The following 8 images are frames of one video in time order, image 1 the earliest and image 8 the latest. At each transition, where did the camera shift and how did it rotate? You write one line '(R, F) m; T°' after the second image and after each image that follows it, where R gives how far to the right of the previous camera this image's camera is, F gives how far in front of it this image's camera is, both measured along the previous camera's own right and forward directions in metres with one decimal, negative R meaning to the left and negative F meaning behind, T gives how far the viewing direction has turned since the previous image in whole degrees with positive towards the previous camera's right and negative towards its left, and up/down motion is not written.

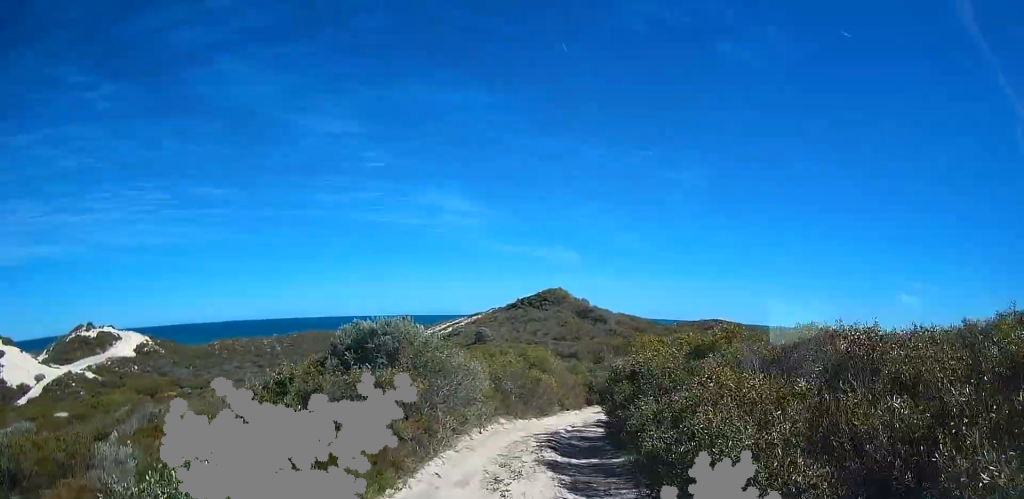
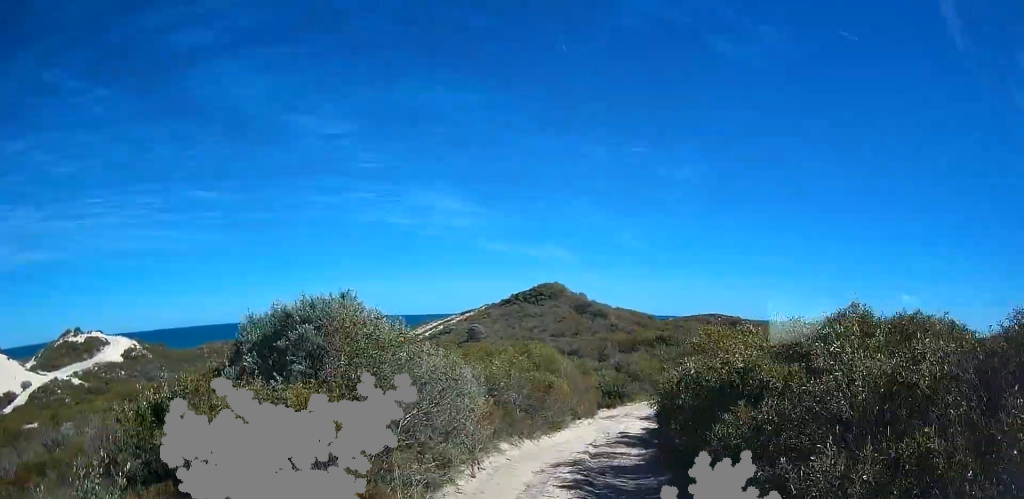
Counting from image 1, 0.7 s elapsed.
(-0.2, +4.1) m; 0°
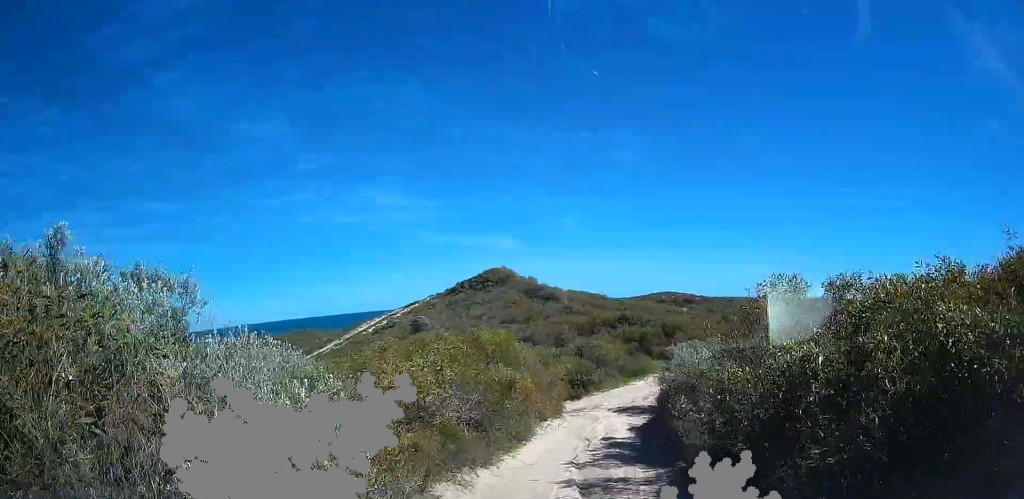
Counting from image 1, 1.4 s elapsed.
(-0.2, +4.0) m; +1°
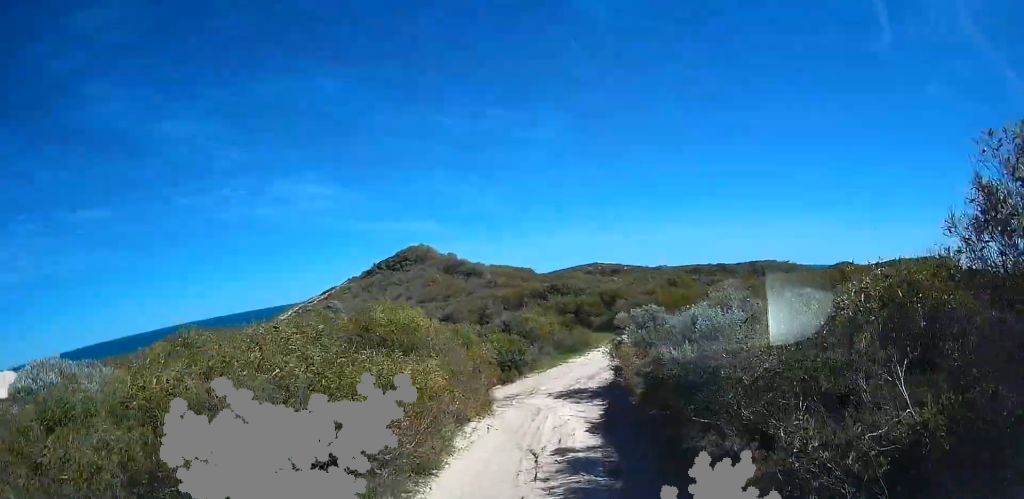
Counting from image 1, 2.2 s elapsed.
(+0.3, +4.2) m; +4°
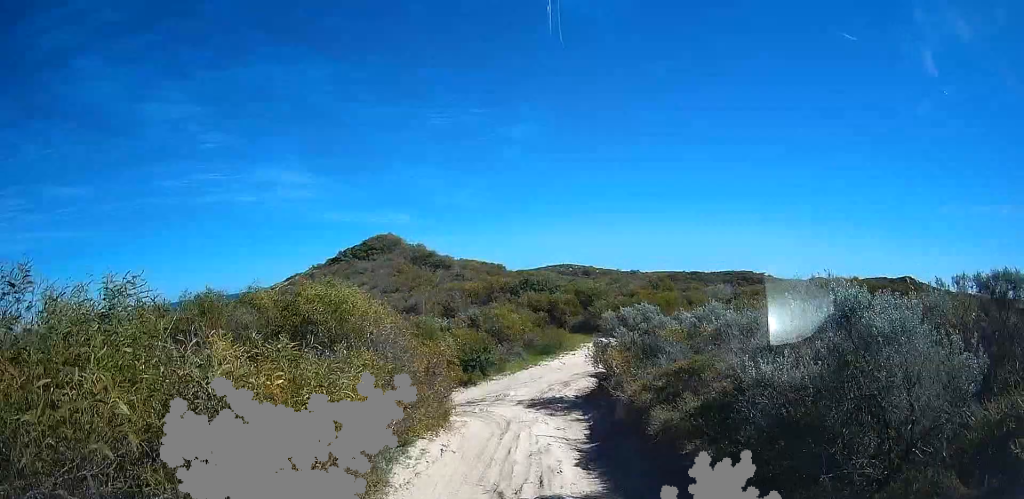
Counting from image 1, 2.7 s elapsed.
(0.0, +2.6) m; 0°
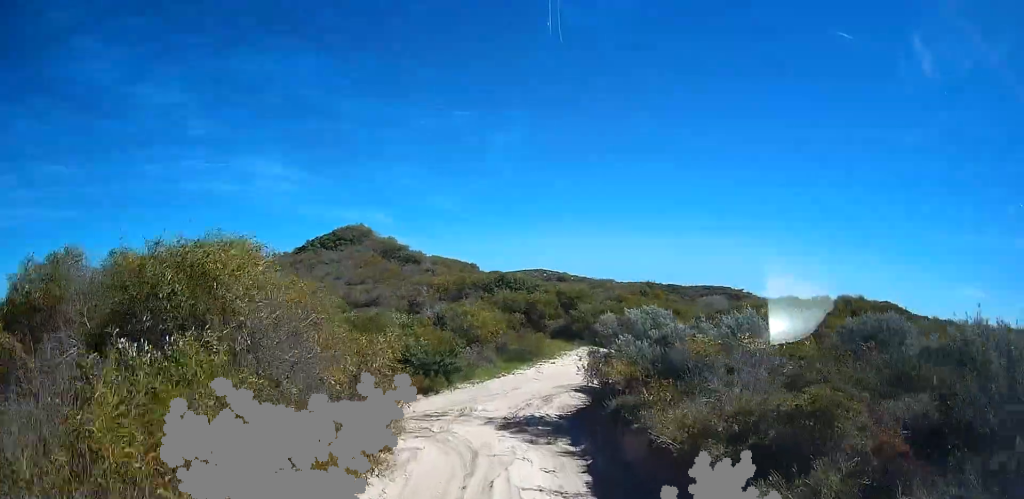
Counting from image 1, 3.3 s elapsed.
(0.0, +3.1) m; 0°
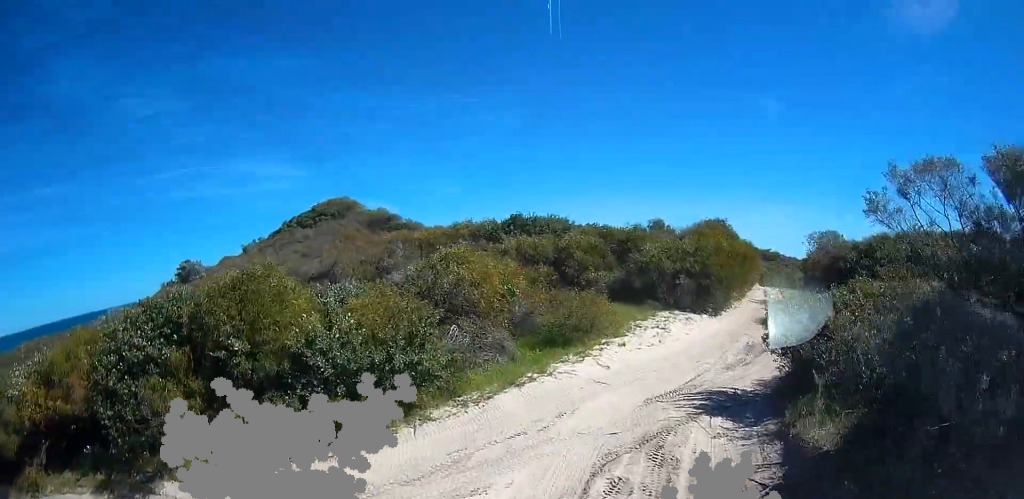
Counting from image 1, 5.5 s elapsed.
(0.0, +9.5) m; 0°
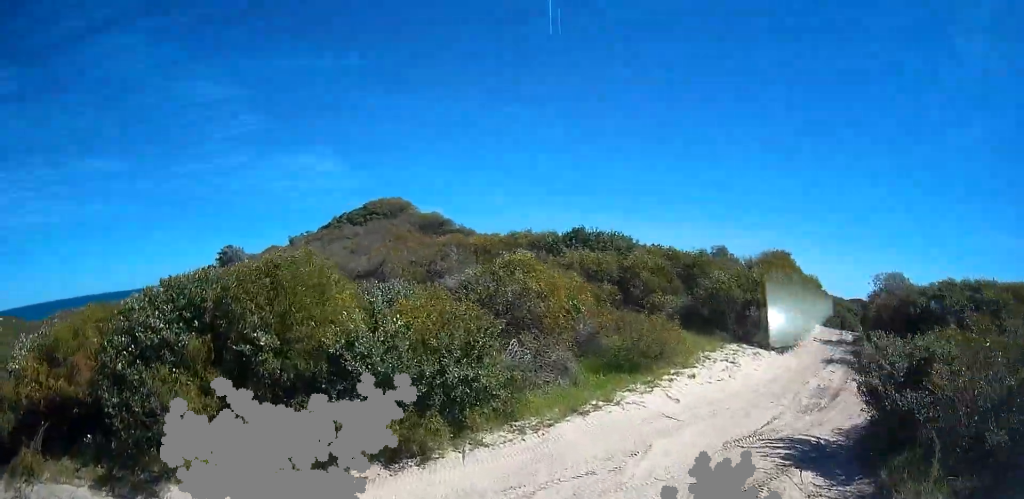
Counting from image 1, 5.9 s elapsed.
(0.0, +1.1) m; 0°
